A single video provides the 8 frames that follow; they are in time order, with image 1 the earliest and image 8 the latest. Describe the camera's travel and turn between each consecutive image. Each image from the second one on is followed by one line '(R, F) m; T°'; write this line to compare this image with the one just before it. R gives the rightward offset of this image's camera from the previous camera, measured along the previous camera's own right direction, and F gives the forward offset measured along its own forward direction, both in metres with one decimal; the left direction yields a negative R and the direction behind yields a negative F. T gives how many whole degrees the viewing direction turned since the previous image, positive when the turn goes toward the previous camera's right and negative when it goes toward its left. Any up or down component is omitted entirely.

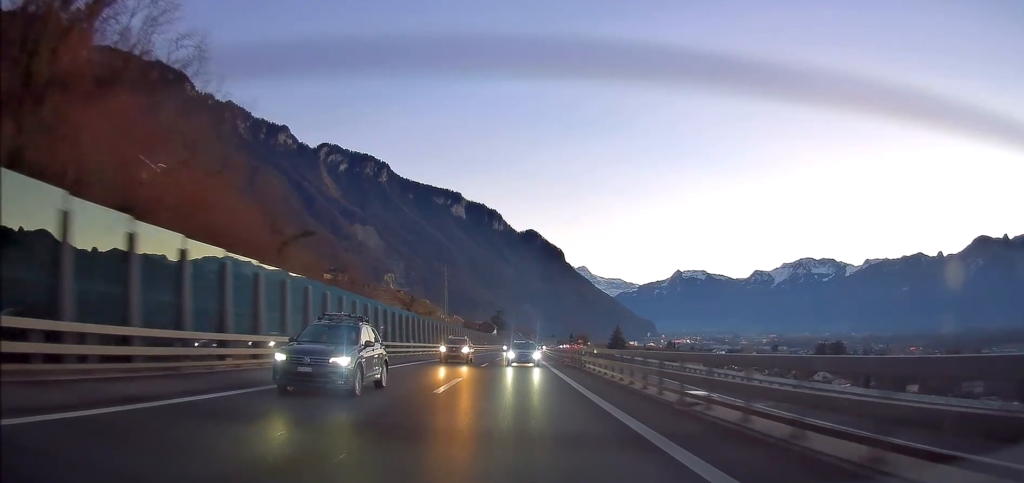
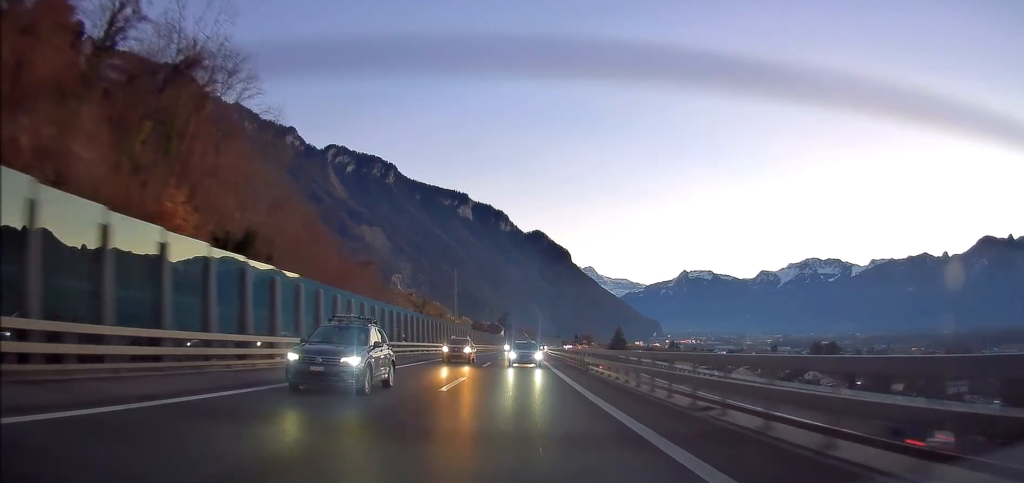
(-0.1, +19.4) m; -1°
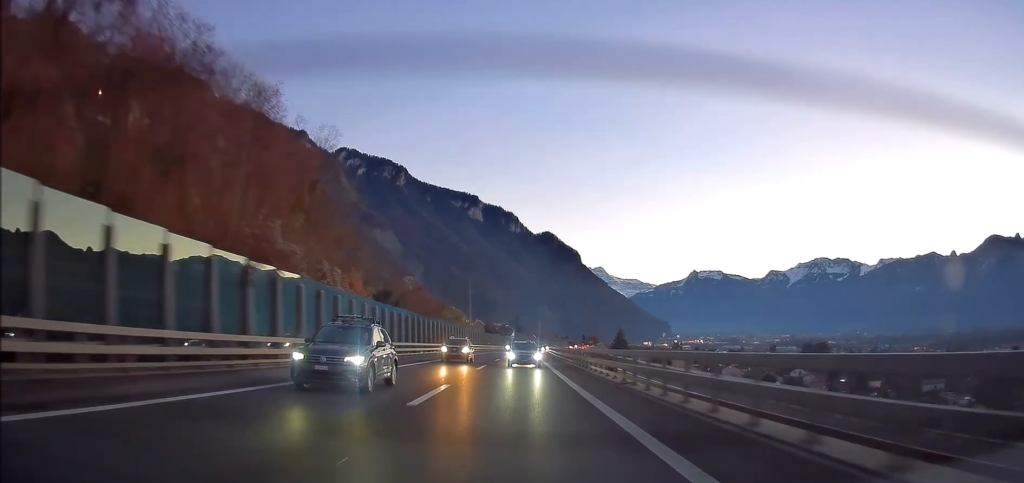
(-0.3, +32.8) m; -1°
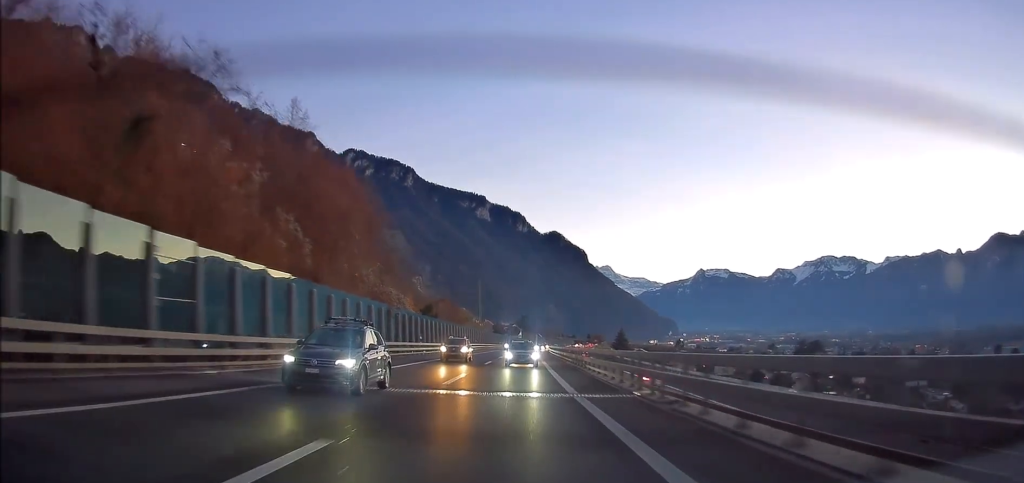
(-0.2, +25.9) m; -1°
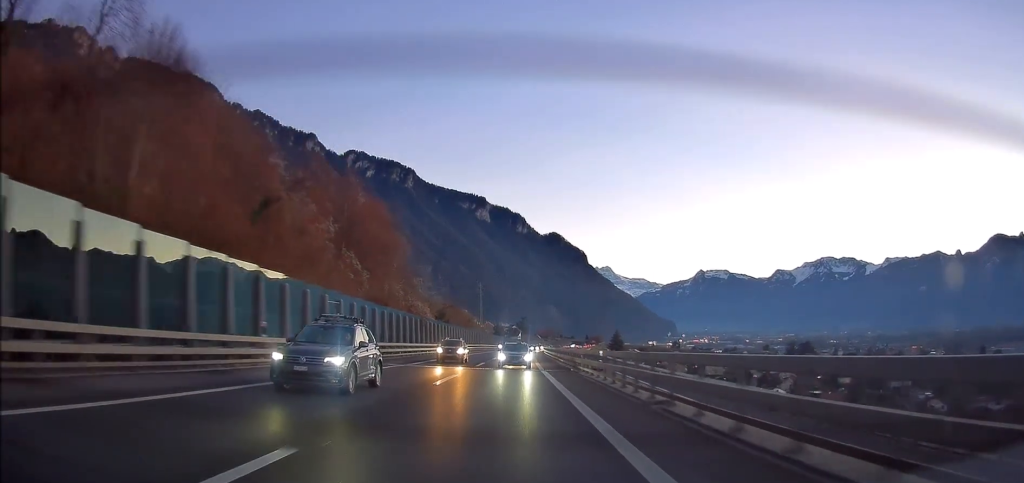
(0.0, +17.7) m; 0°
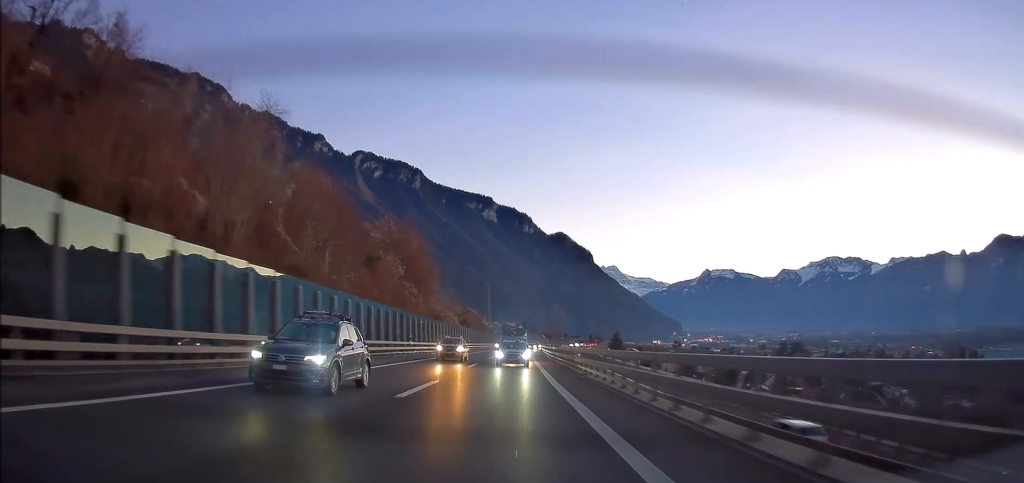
(-0.1, +31.7) m; 0°
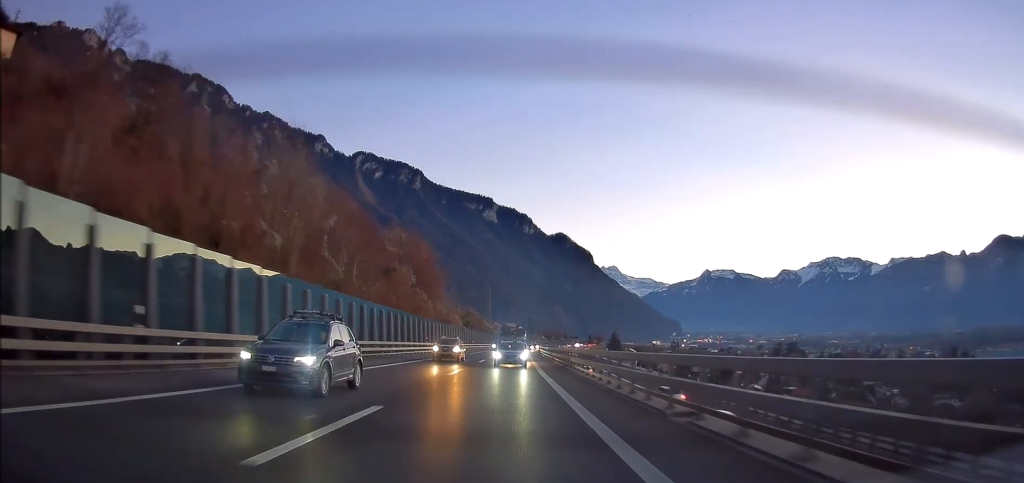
(0.0, +10.4) m; 0°
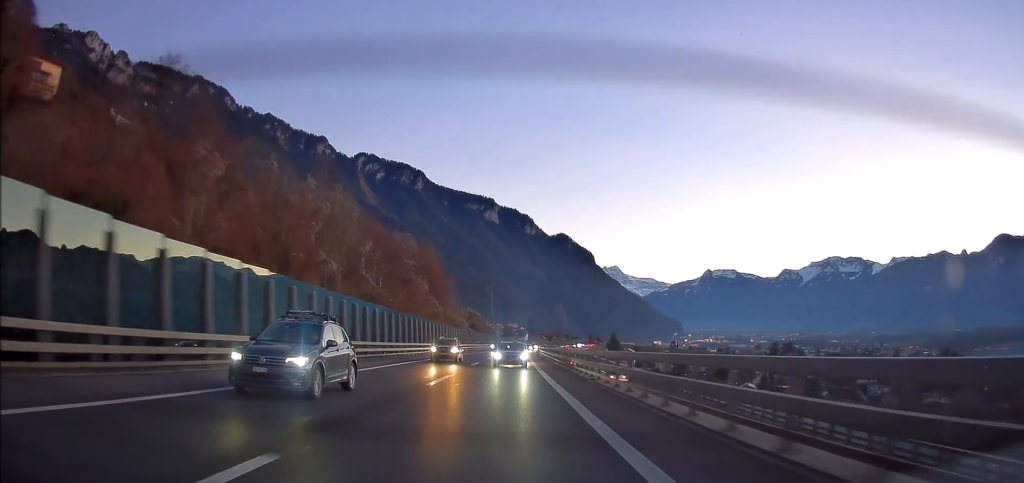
(0.0, +12.6) m; 0°
